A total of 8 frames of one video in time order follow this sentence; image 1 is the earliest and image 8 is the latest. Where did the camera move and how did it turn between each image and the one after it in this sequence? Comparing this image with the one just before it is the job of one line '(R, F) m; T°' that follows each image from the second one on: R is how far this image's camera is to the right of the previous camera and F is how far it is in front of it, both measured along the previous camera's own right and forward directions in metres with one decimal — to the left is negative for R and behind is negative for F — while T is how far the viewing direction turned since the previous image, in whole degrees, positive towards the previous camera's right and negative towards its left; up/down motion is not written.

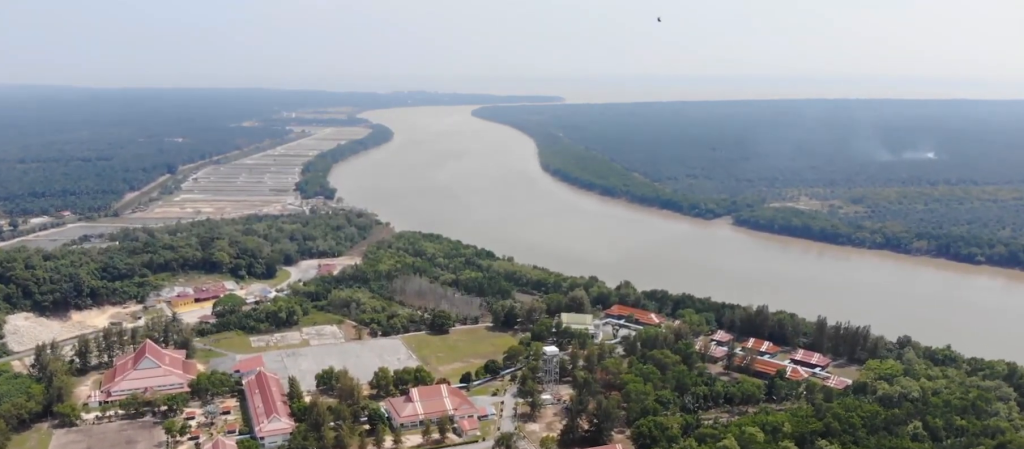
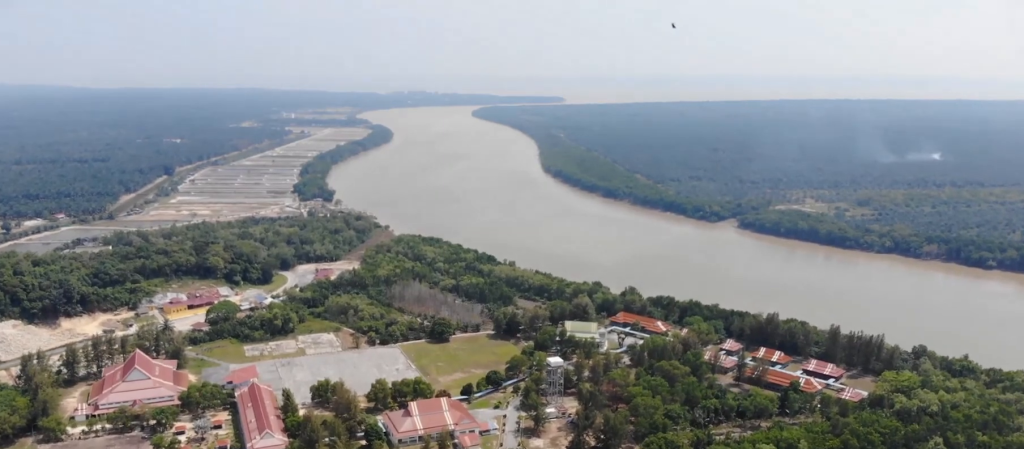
(0.0, +15.8) m; 0°
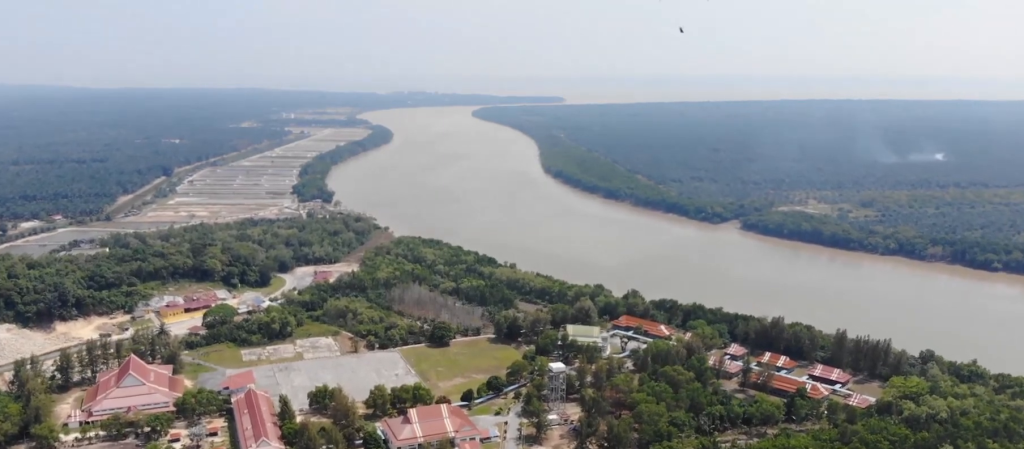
(0.0, +7.3) m; 0°
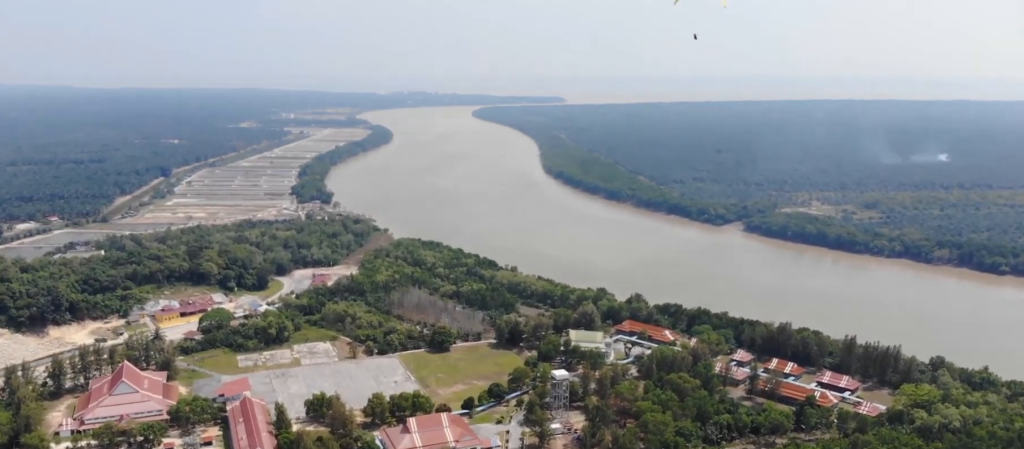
(0.0, +9.5) m; 0°
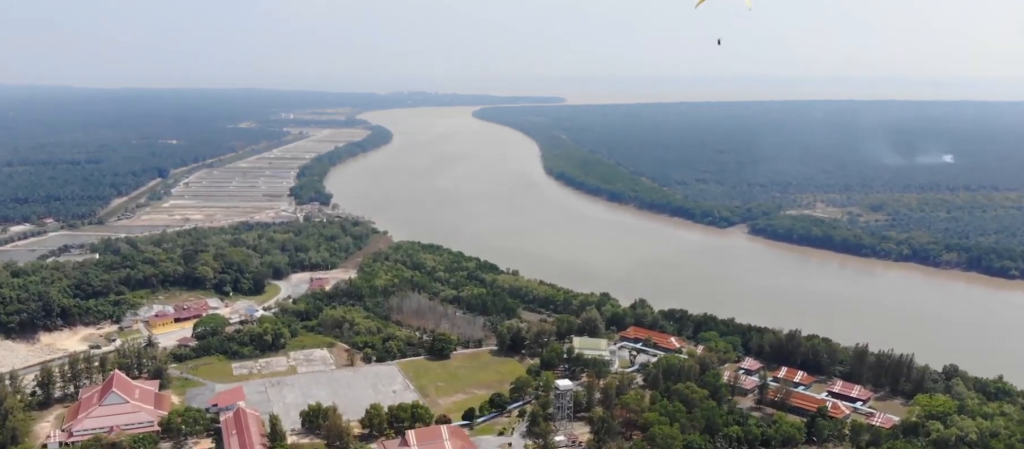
(0.0, +12.0) m; 0°
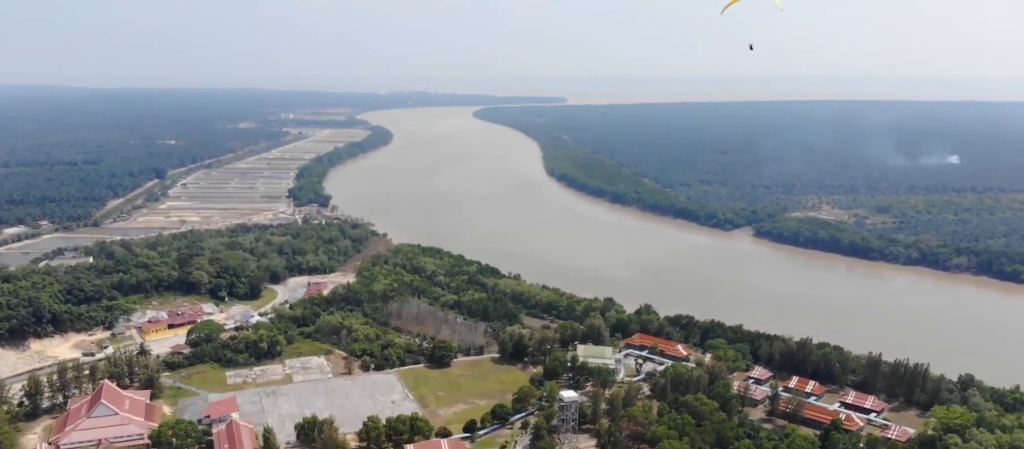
(0.0, +13.2) m; 0°
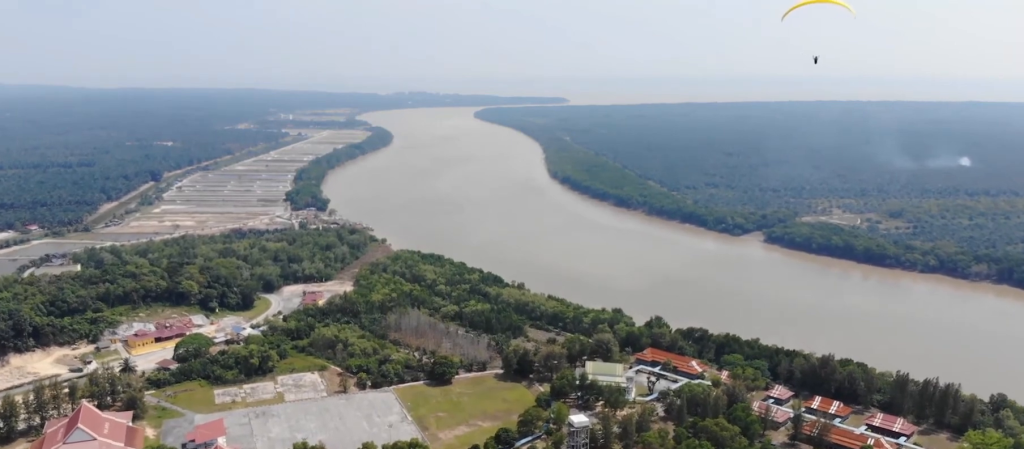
(-0.4, +25.0) m; -1°
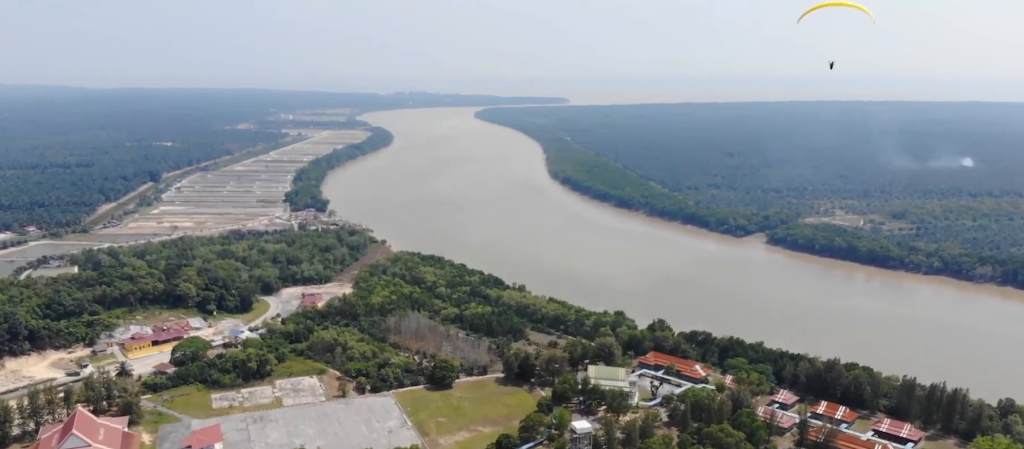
(-0.3, +5.8) m; +1°
